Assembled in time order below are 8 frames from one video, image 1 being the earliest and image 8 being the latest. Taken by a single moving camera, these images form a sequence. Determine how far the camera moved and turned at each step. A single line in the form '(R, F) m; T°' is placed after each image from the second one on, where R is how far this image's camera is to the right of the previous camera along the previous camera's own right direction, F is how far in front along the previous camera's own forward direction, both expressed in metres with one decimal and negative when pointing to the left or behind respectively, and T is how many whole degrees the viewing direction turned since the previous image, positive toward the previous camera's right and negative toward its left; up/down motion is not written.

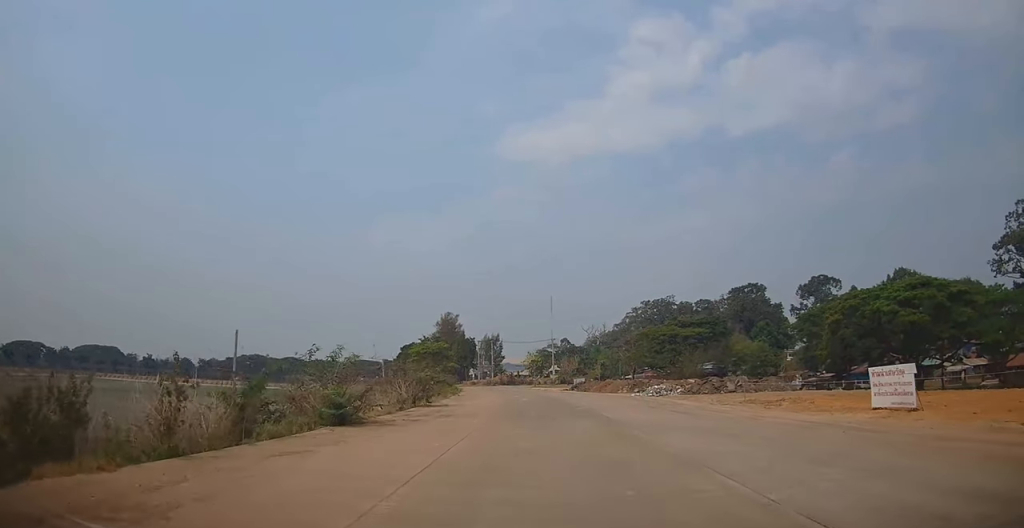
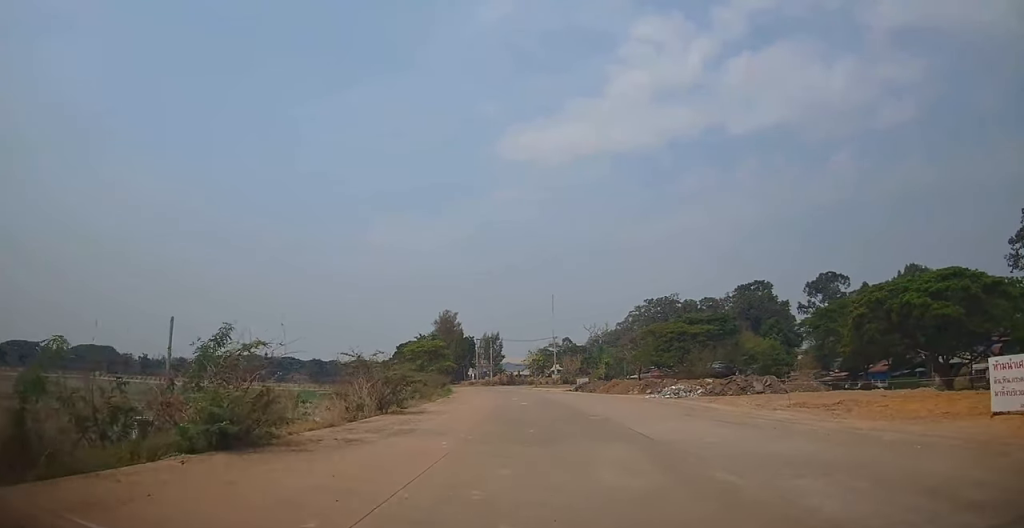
(0.0, +6.0) m; 0°
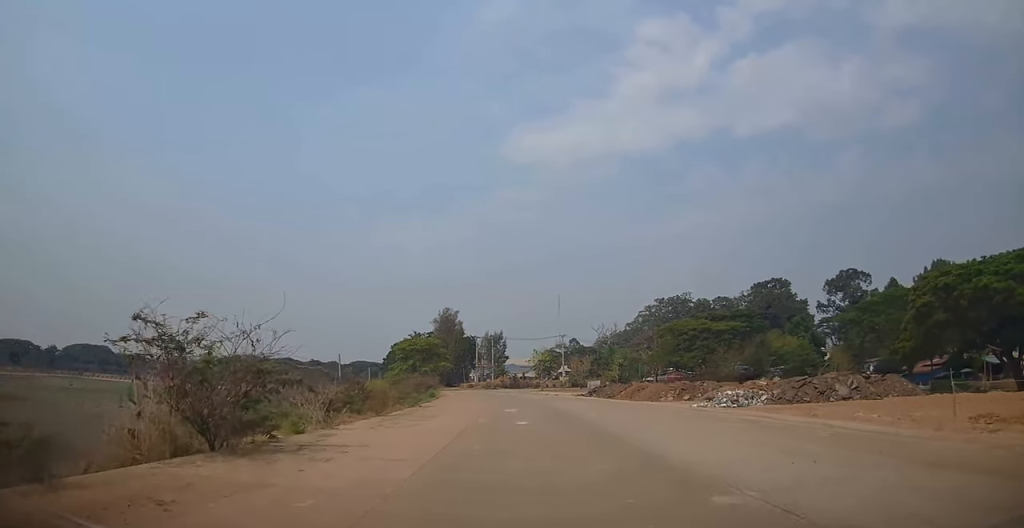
(-0.1, +11.9) m; -2°
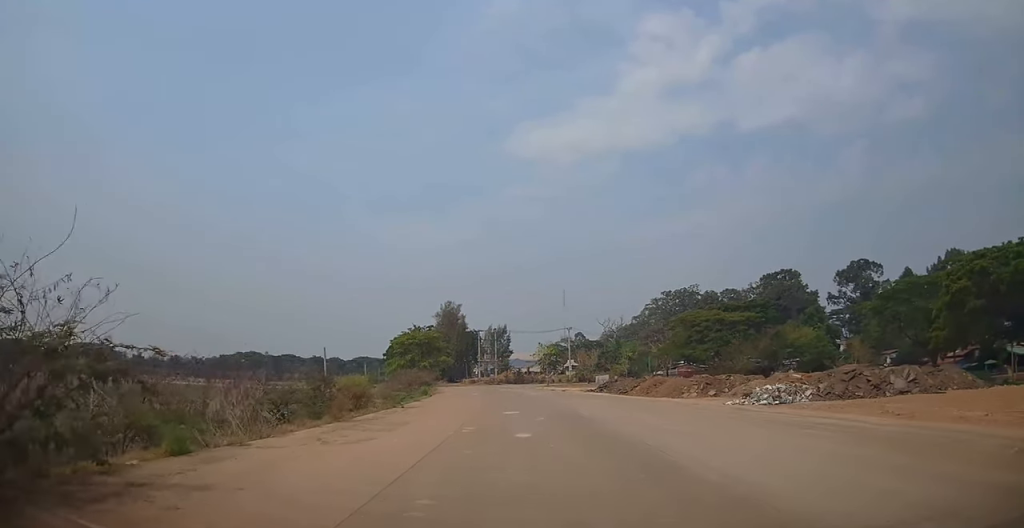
(-0.3, +5.1) m; 0°
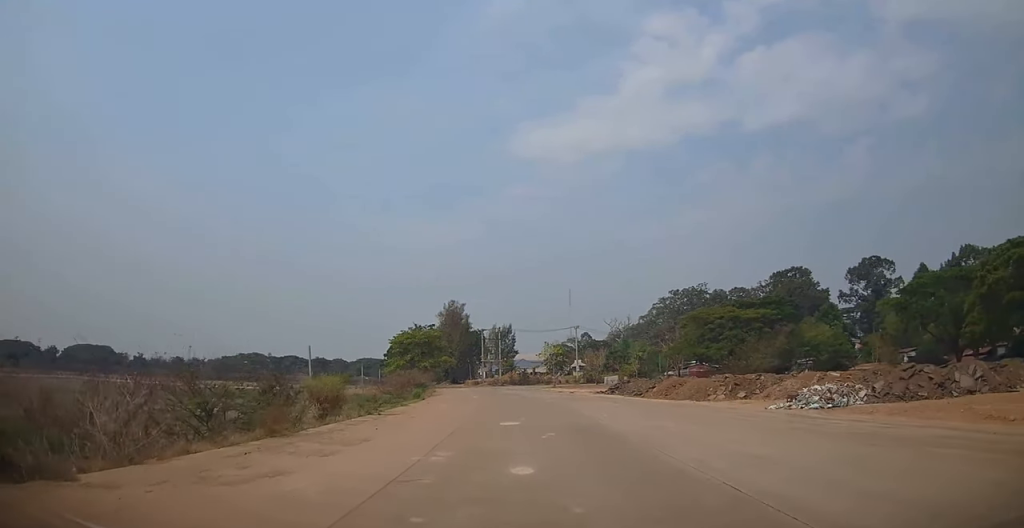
(+0.1, +4.7) m; 0°
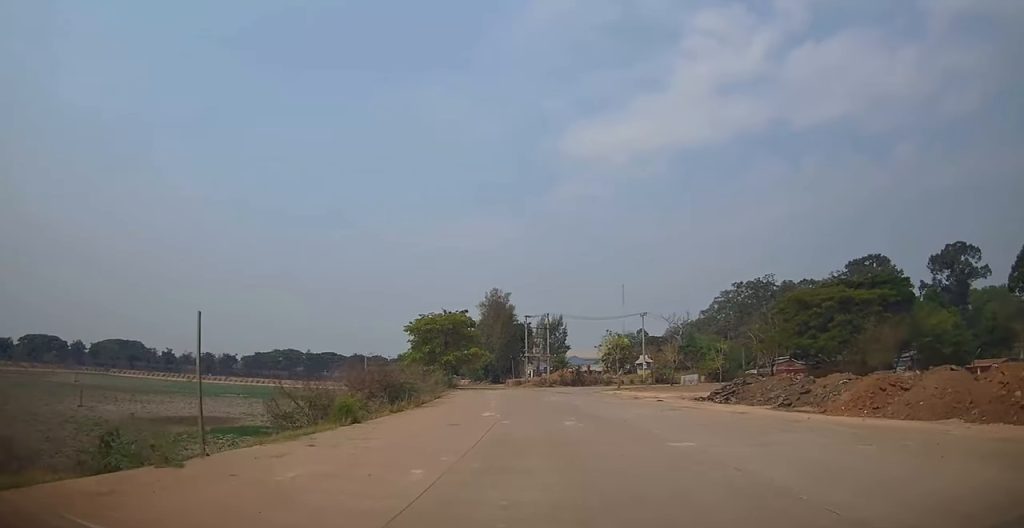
(-0.1, +21.0) m; -1°
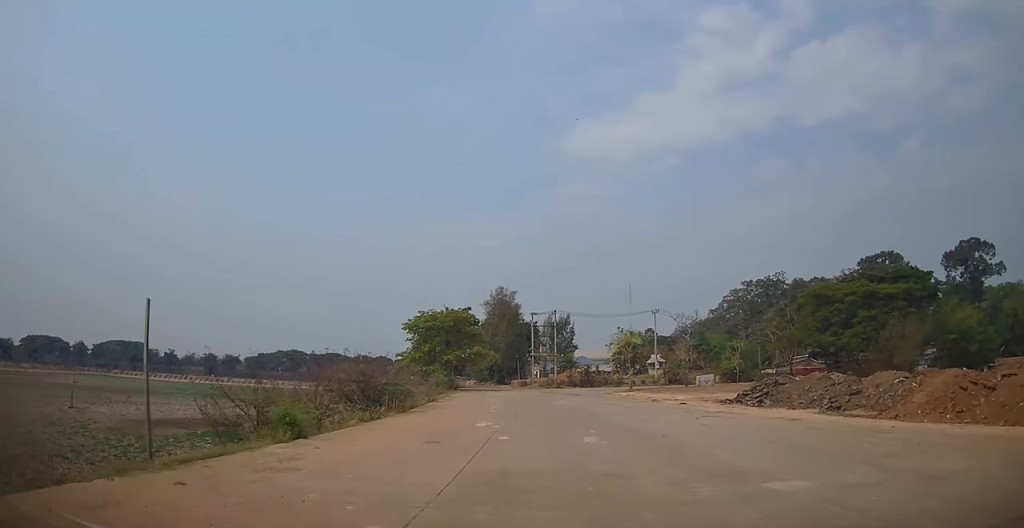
(+0.2, +4.3) m; 0°
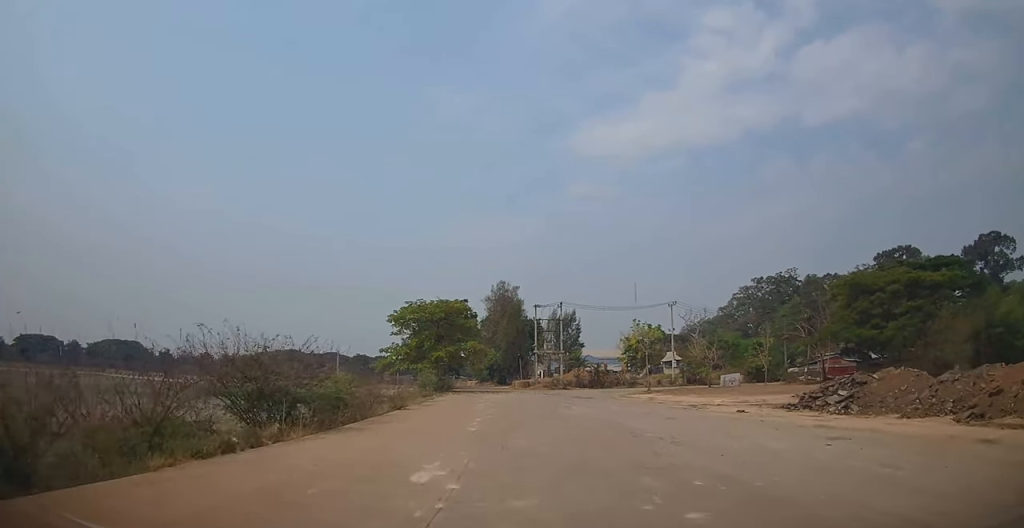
(-0.4, +8.5) m; -2°
